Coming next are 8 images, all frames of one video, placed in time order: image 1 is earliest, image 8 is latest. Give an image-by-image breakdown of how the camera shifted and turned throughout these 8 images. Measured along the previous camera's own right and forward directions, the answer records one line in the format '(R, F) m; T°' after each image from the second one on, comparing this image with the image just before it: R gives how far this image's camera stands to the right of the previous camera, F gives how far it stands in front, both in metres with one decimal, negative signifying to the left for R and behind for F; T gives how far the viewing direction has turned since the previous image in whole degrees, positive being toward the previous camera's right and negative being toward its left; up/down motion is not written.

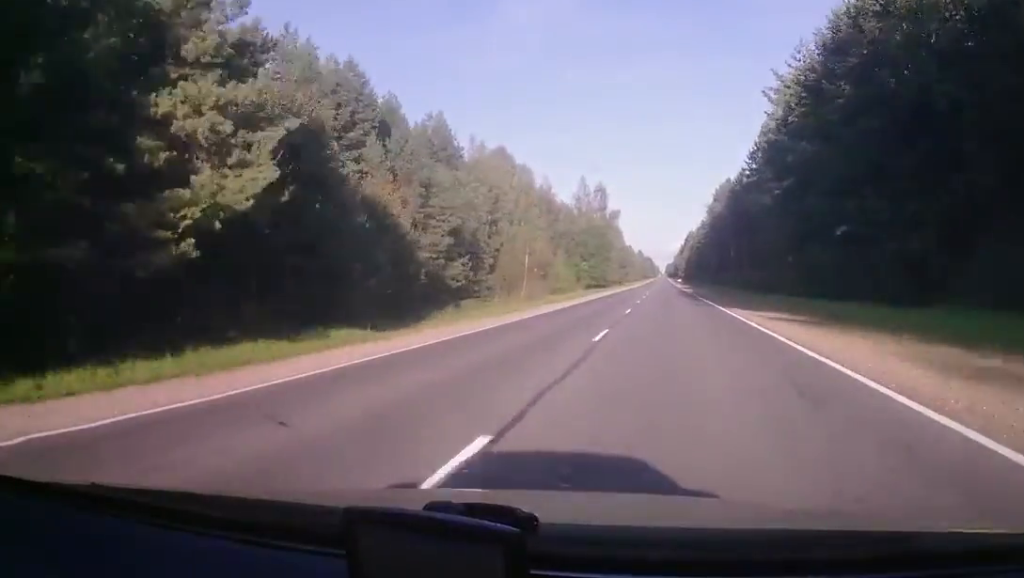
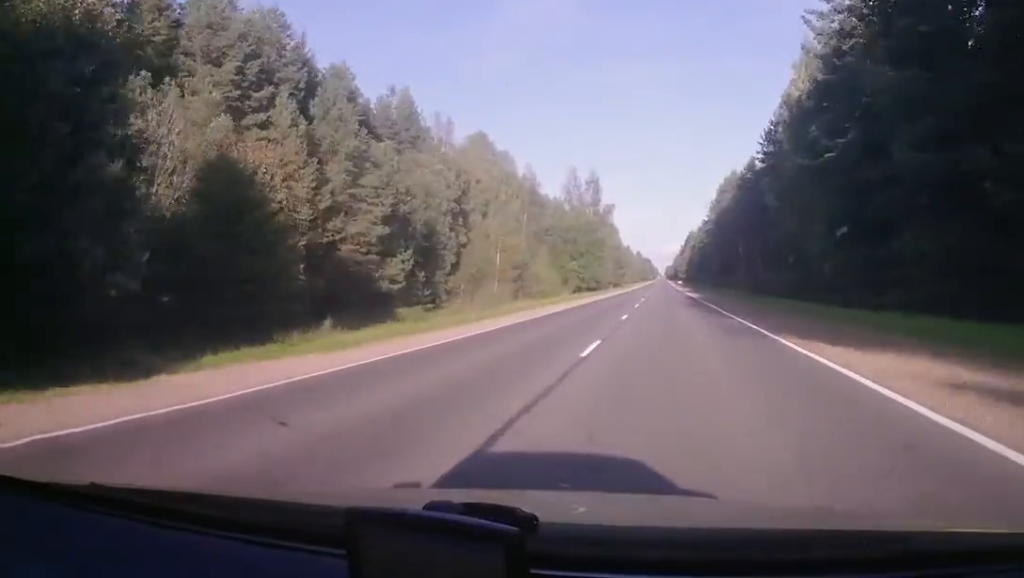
(0.0, +14.7) m; 0°
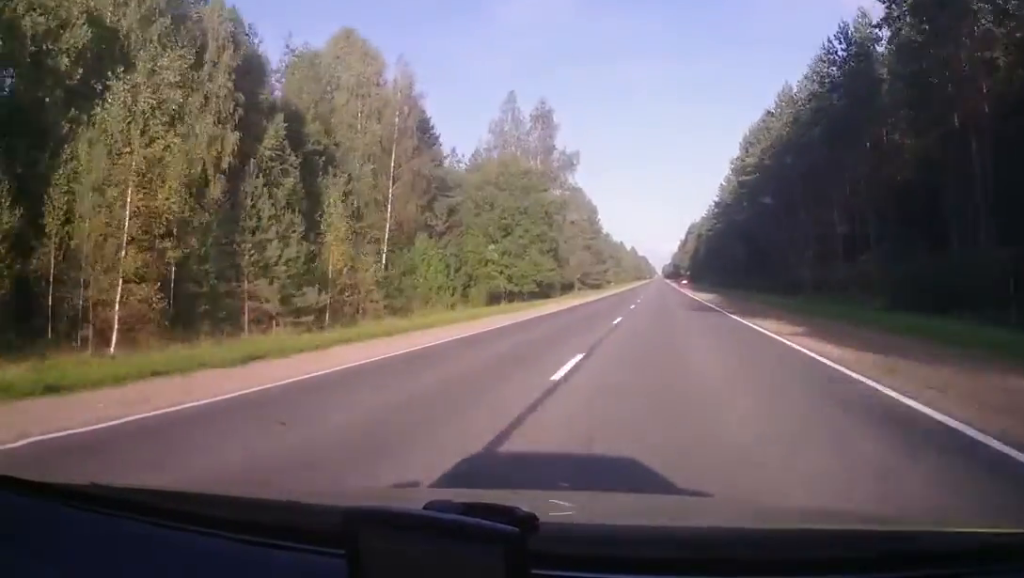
(+0.5, +47.5) m; +1°
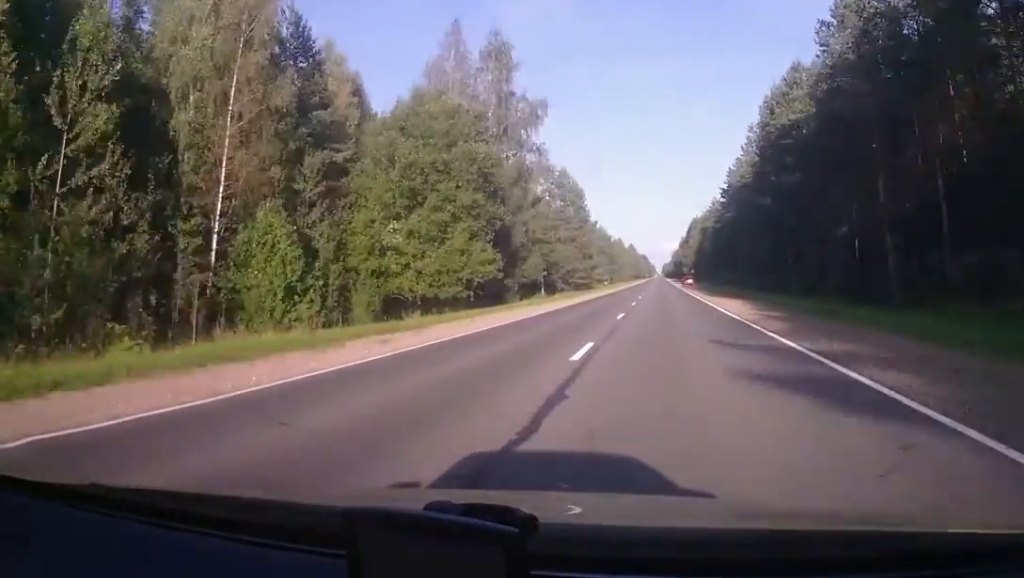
(0.0, +20.5) m; +1°
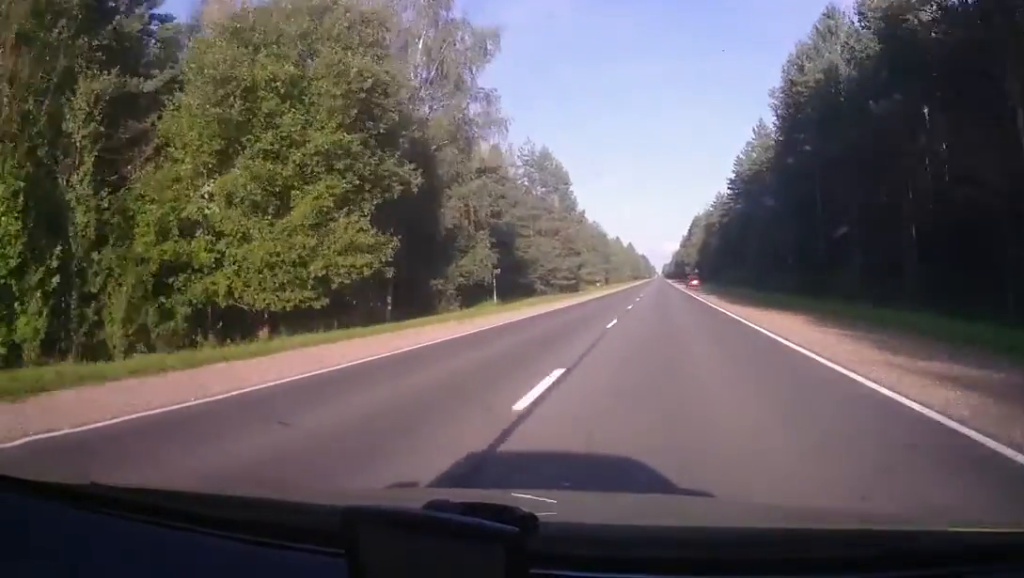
(+0.2, +16.2) m; +1°
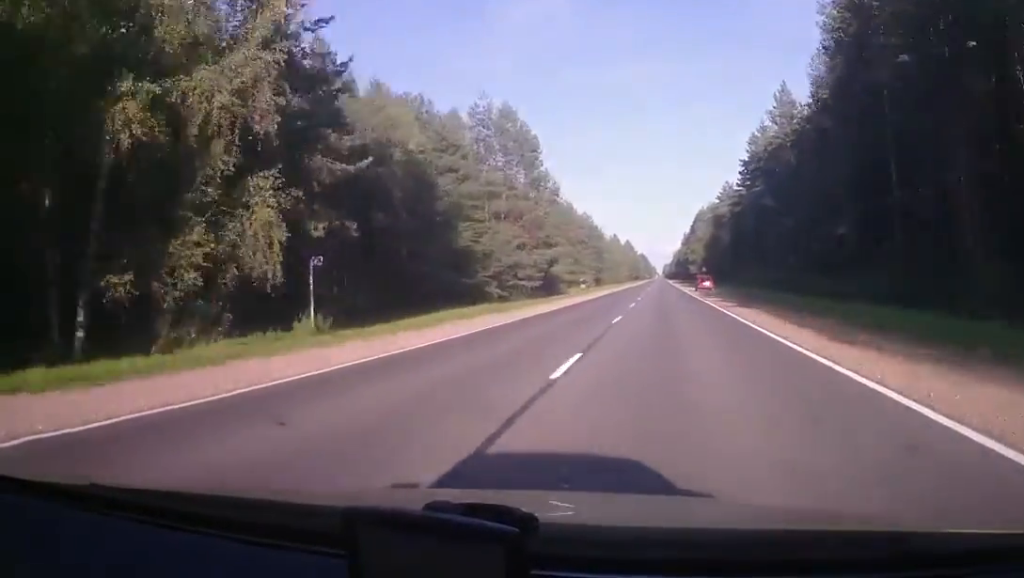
(+0.2, +22.0) m; 0°
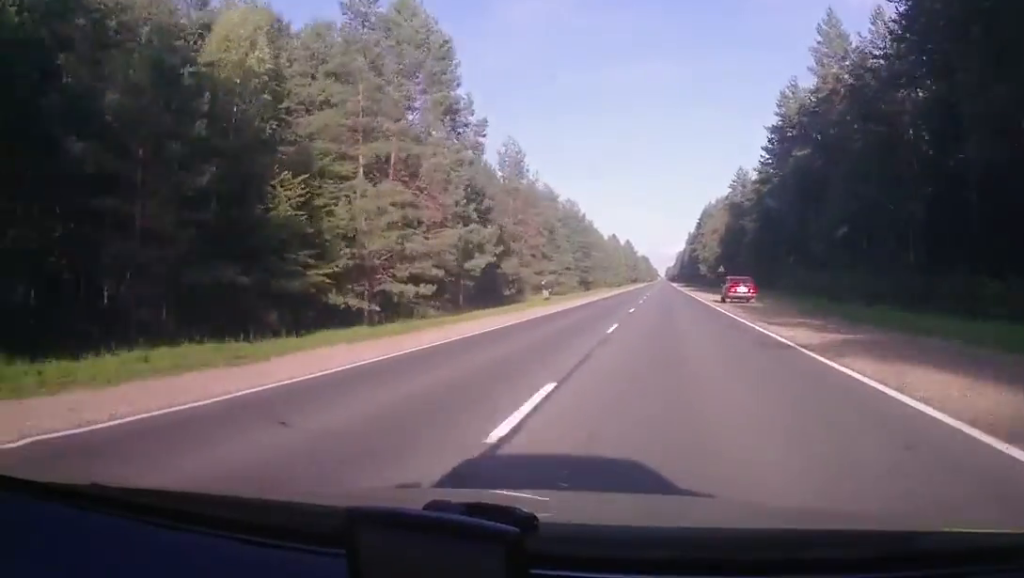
(0.0, +28.6) m; -1°
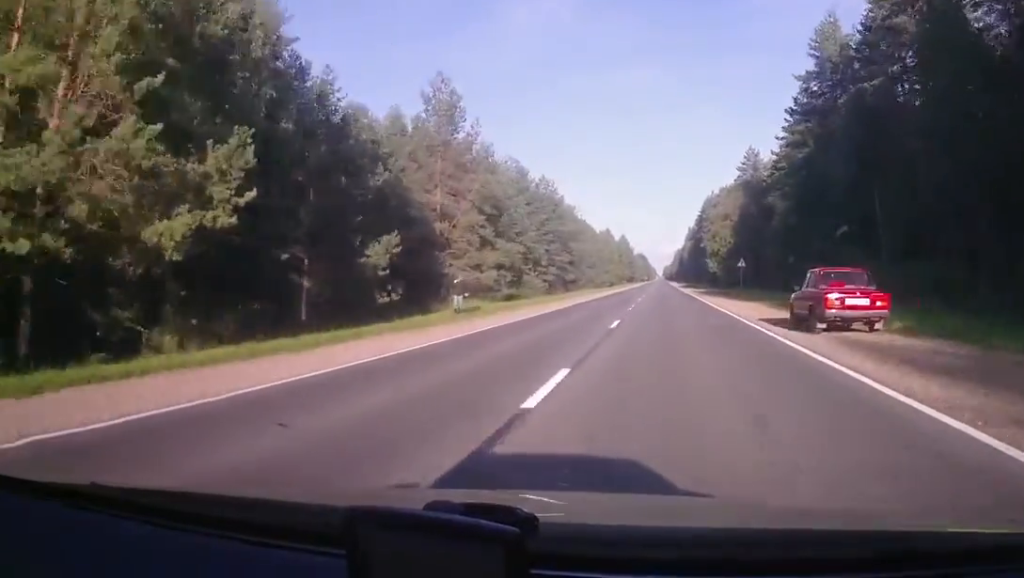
(-0.3, +24.5) m; -1°
